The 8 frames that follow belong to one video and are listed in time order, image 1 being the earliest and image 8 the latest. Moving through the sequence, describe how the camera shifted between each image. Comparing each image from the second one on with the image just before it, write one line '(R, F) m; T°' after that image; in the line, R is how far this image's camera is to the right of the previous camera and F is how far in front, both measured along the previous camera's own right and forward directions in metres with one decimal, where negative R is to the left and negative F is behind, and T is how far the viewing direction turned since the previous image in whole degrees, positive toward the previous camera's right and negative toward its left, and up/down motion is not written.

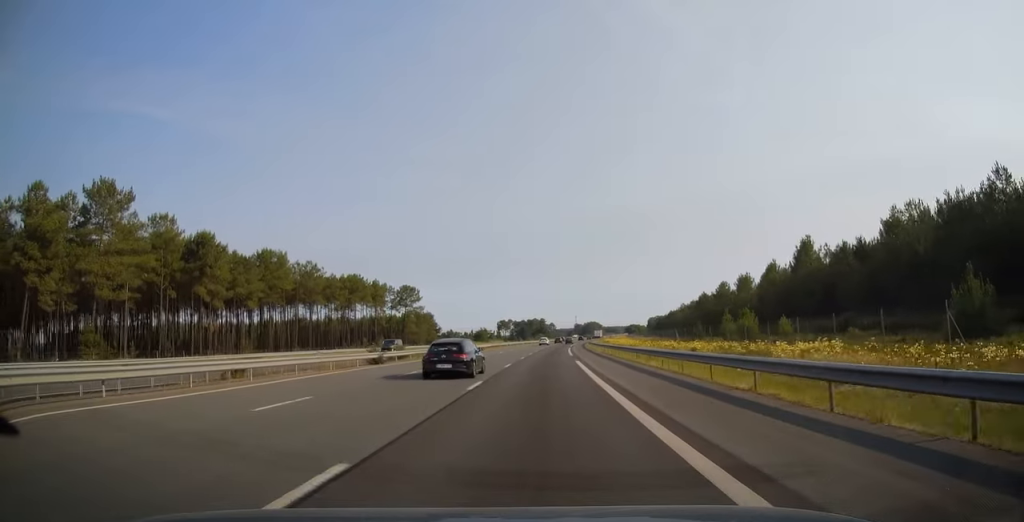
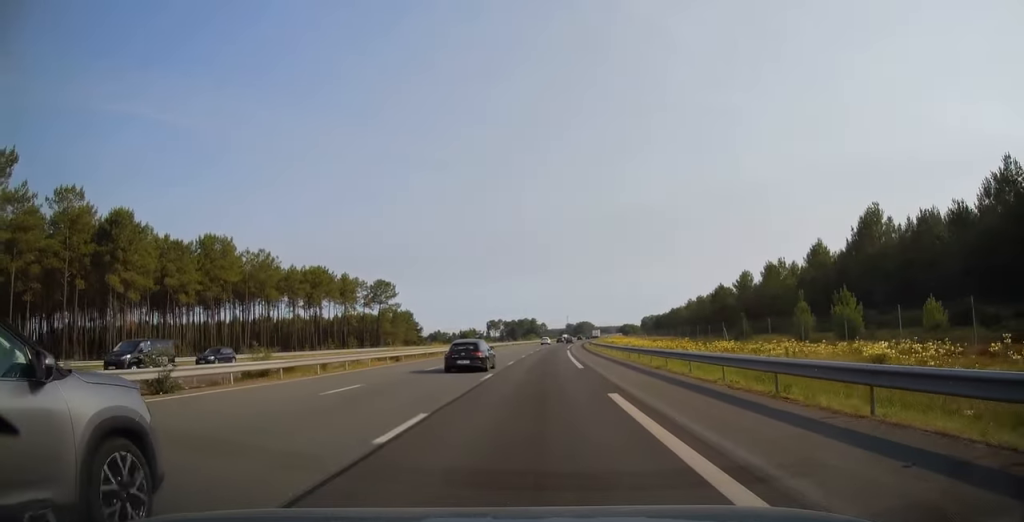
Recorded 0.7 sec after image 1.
(+0.1, +21.6) m; +1°
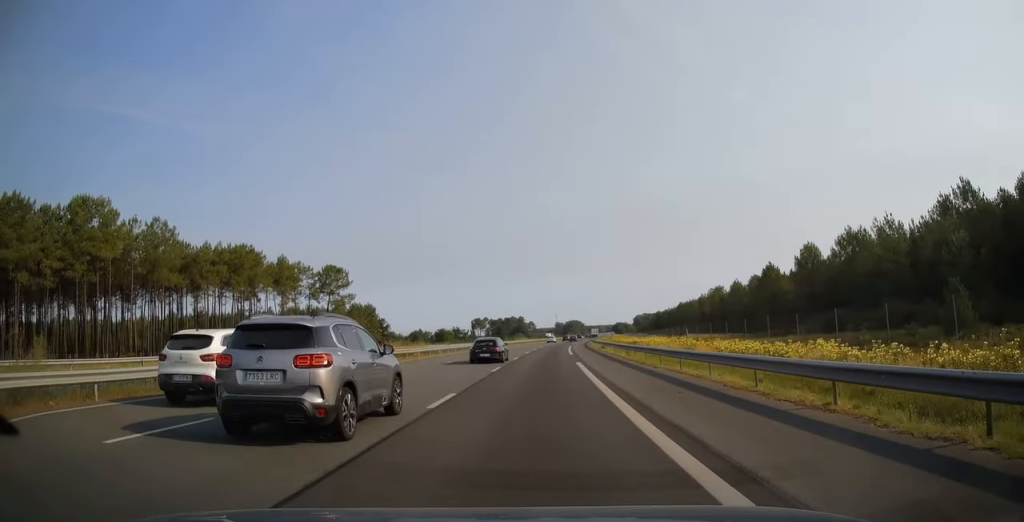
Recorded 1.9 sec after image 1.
(+0.4, +34.9) m; +1°
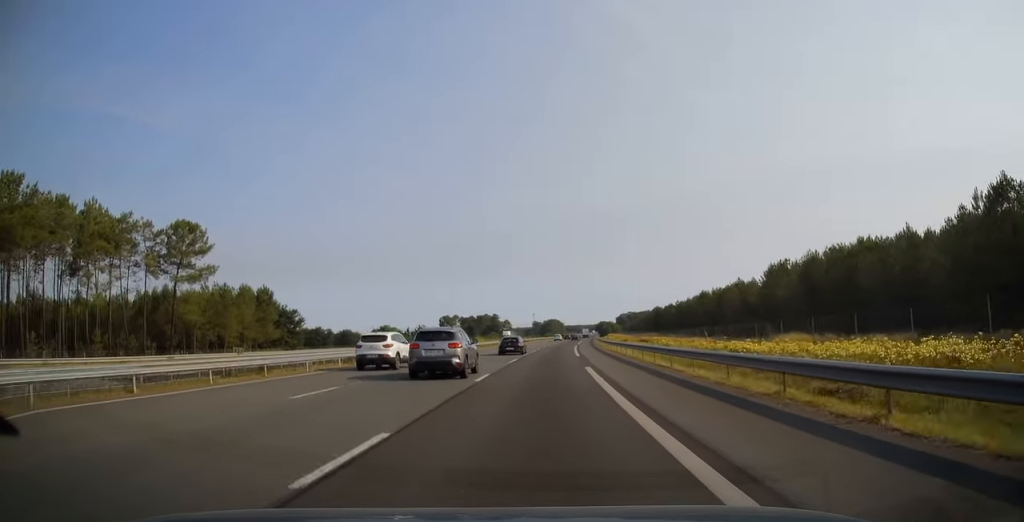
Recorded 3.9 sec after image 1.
(+1.0, +58.1) m; +2°
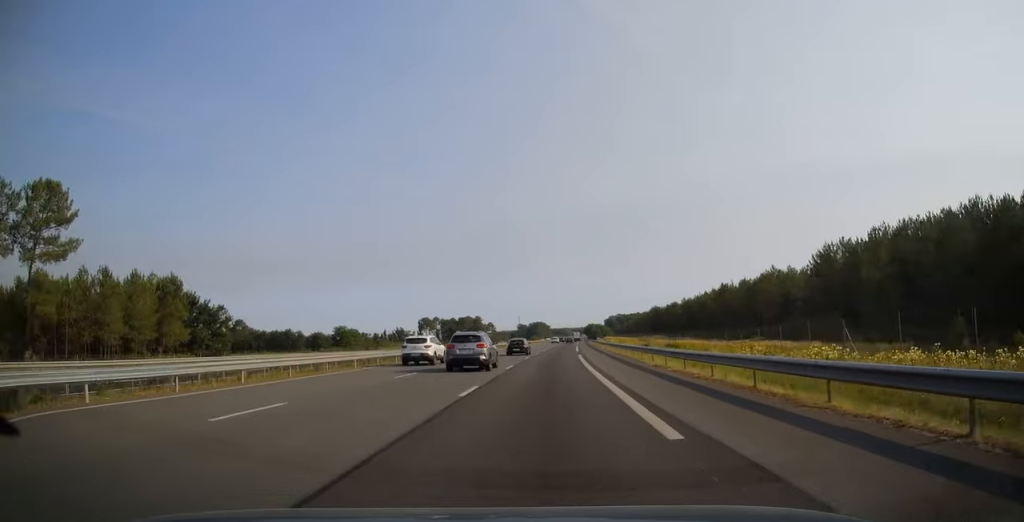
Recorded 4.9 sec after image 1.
(+0.3, +30.1) m; +1°
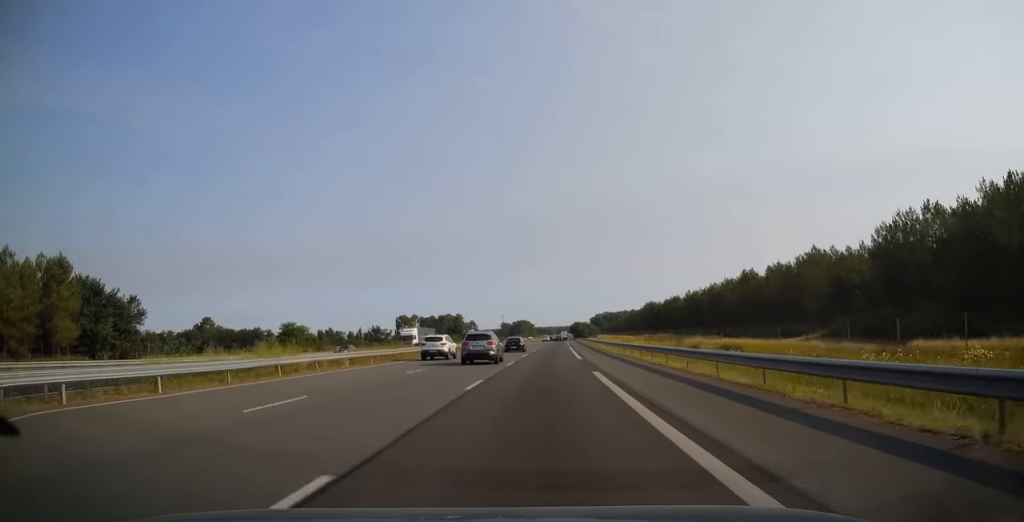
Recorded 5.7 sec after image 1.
(+0.3, +24.6) m; +1°
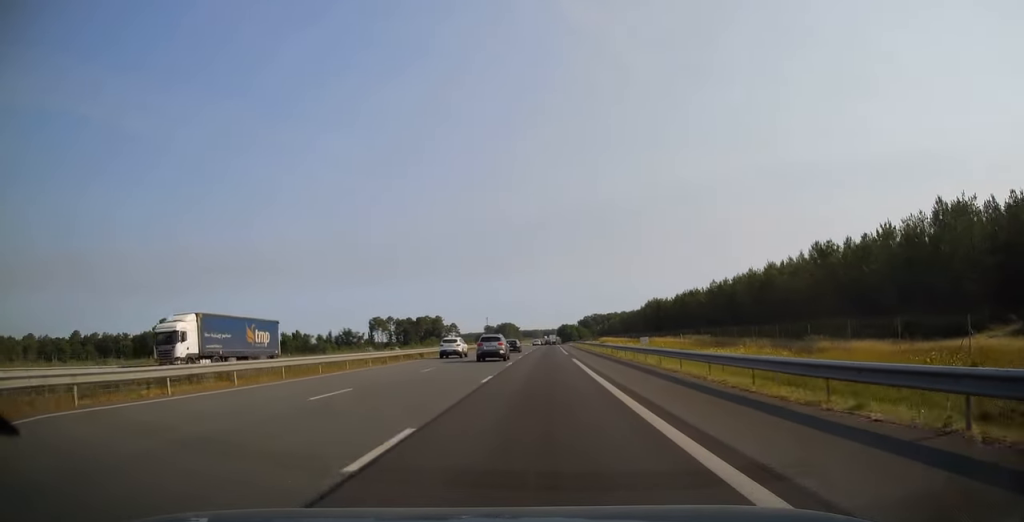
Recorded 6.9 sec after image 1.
(+0.4, +35.5) m; +1°
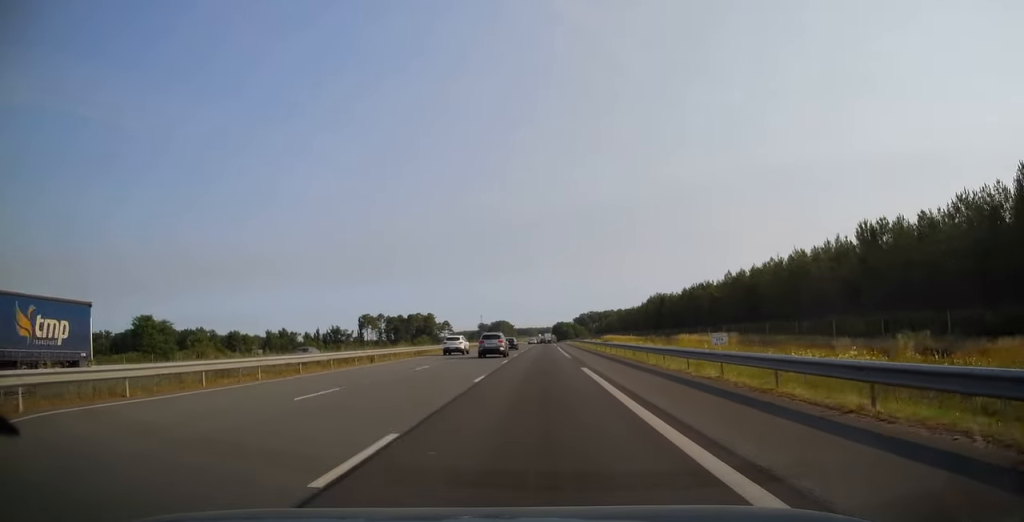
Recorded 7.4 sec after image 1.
(0.0, +13.8) m; 0°
